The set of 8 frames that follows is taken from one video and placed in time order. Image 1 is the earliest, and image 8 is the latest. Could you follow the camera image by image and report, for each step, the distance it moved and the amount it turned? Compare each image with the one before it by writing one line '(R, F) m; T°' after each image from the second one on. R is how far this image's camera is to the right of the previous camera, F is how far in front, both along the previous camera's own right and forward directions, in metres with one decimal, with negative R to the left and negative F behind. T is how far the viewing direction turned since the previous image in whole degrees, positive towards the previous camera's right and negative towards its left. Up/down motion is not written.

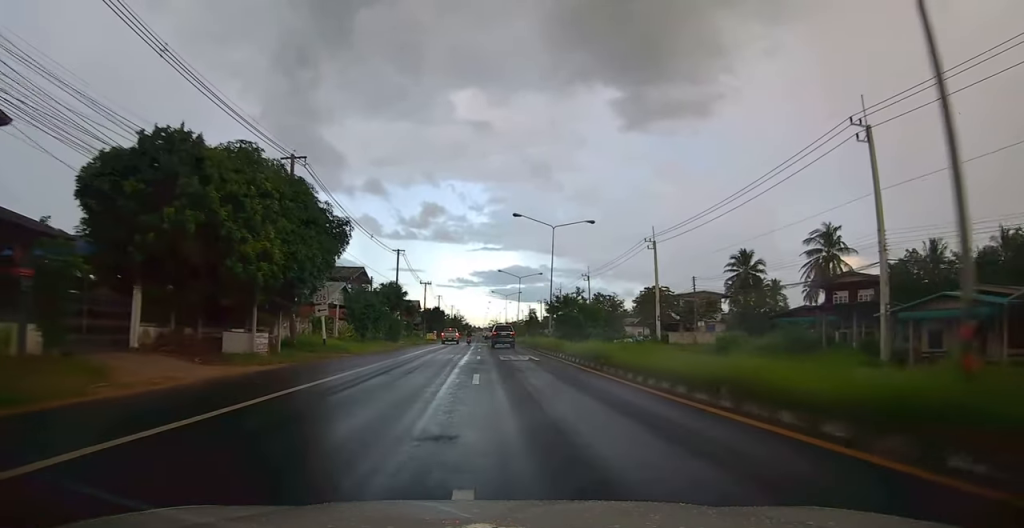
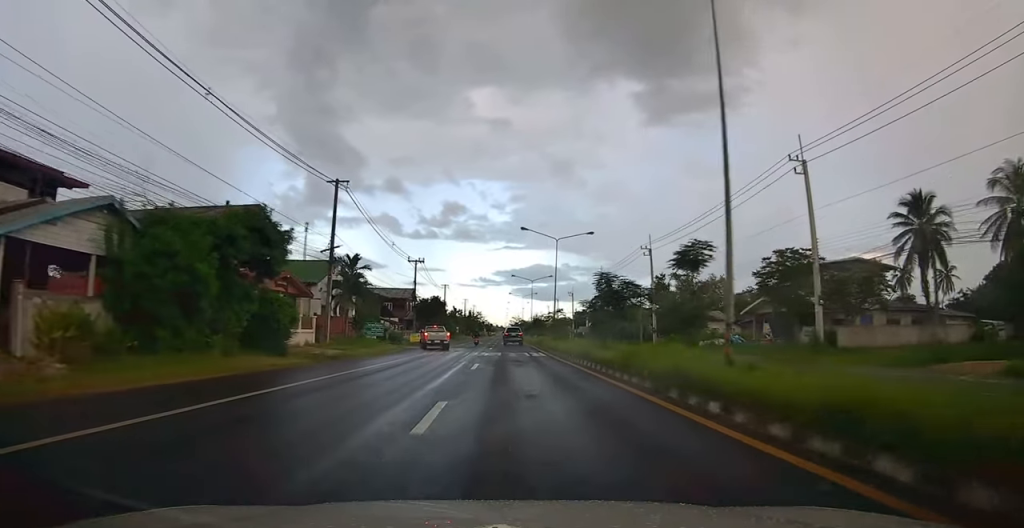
(-0.3, +31.1) m; -2°
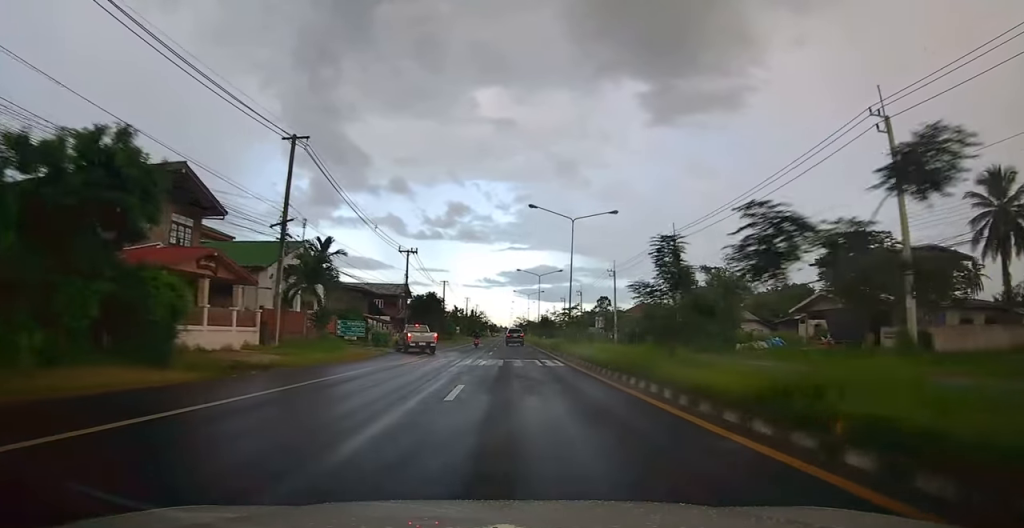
(-0.1, +8.6) m; 0°
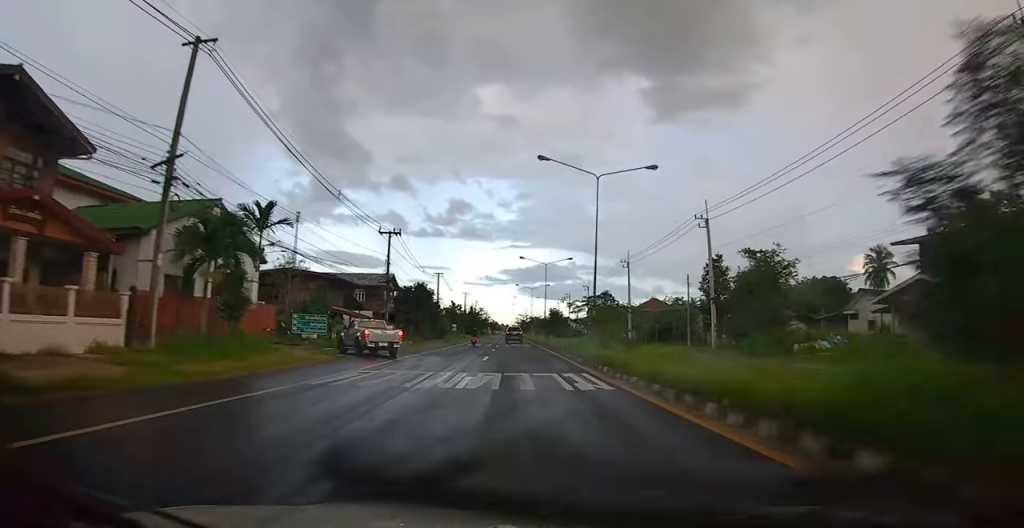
(-0.1, +10.1) m; 0°
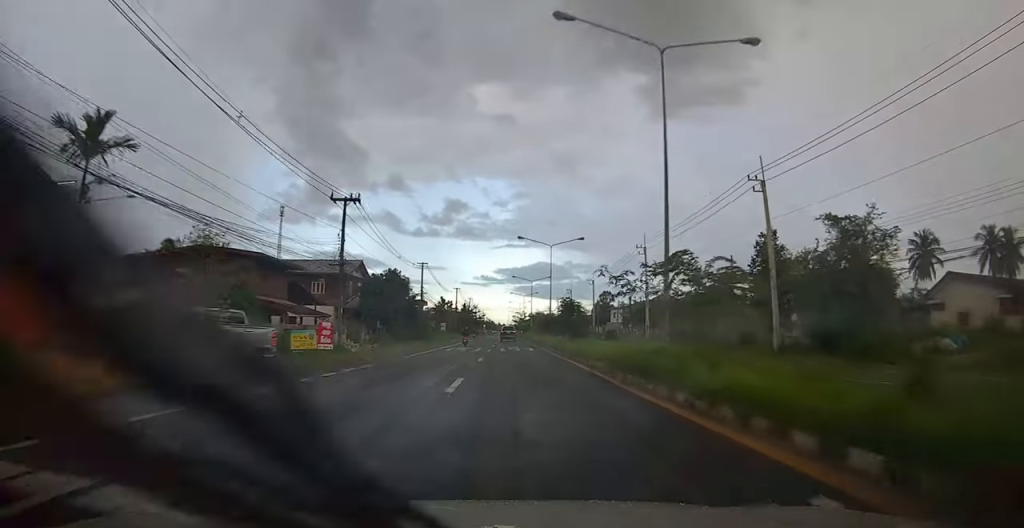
(0.0, +13.2) m; 0°
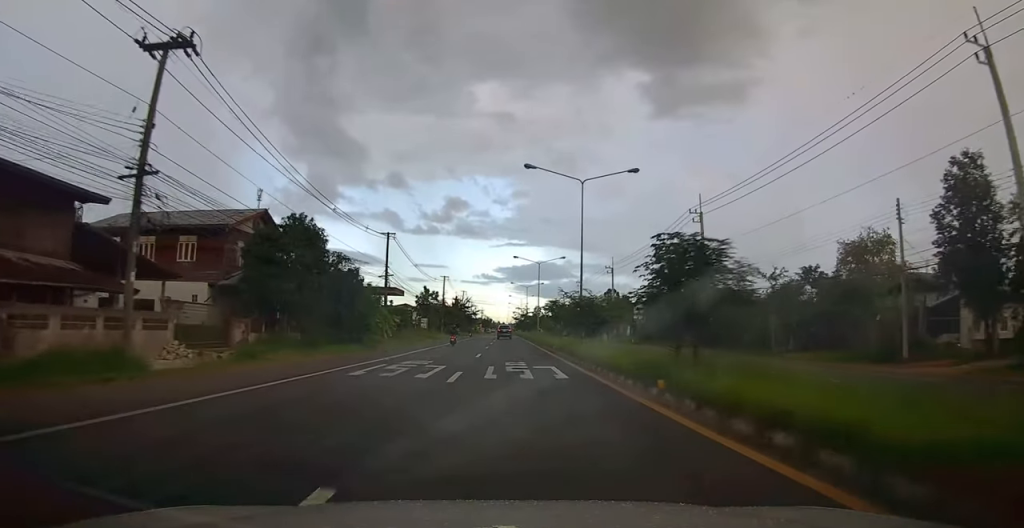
(-0.1, +22.1) m; -1°
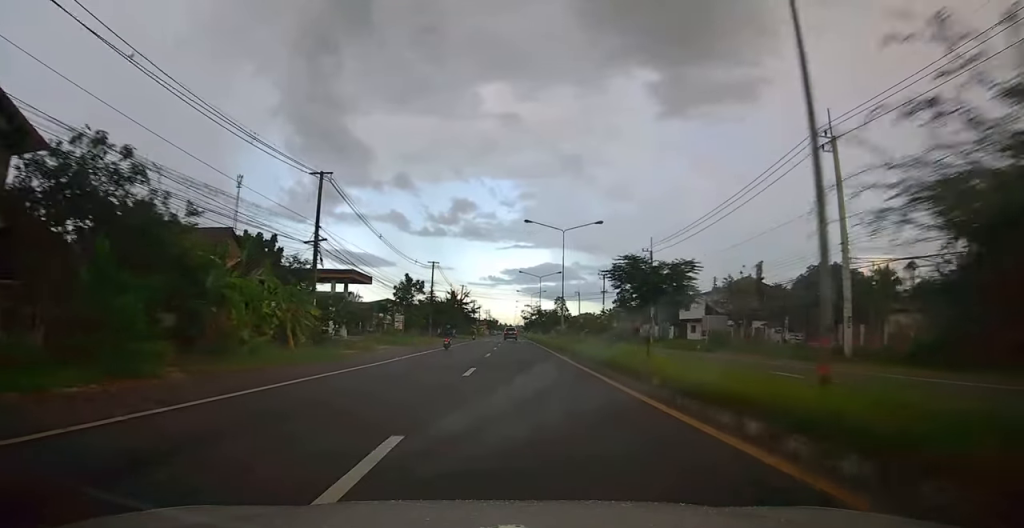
(-0.1, +22.0) m; 0°
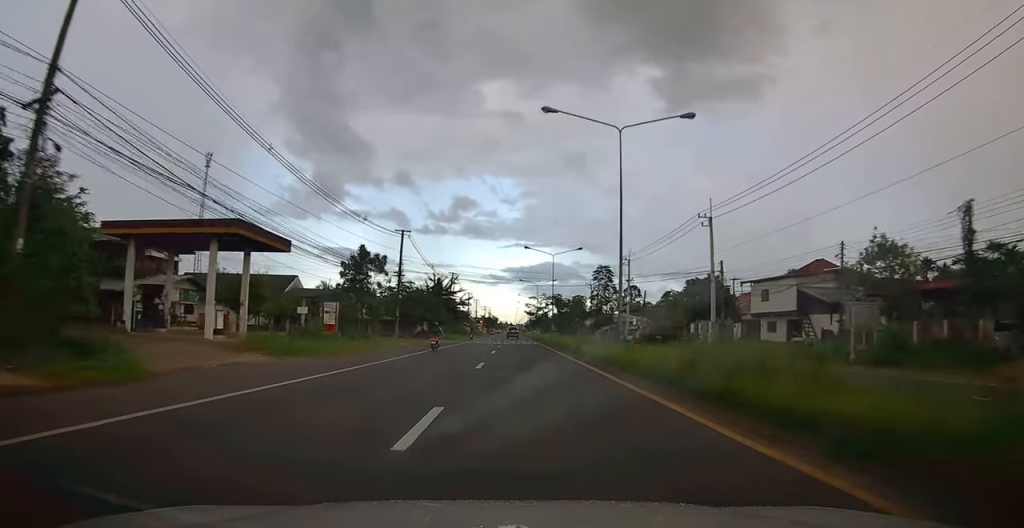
(0.0, +22.0) m; +1°
